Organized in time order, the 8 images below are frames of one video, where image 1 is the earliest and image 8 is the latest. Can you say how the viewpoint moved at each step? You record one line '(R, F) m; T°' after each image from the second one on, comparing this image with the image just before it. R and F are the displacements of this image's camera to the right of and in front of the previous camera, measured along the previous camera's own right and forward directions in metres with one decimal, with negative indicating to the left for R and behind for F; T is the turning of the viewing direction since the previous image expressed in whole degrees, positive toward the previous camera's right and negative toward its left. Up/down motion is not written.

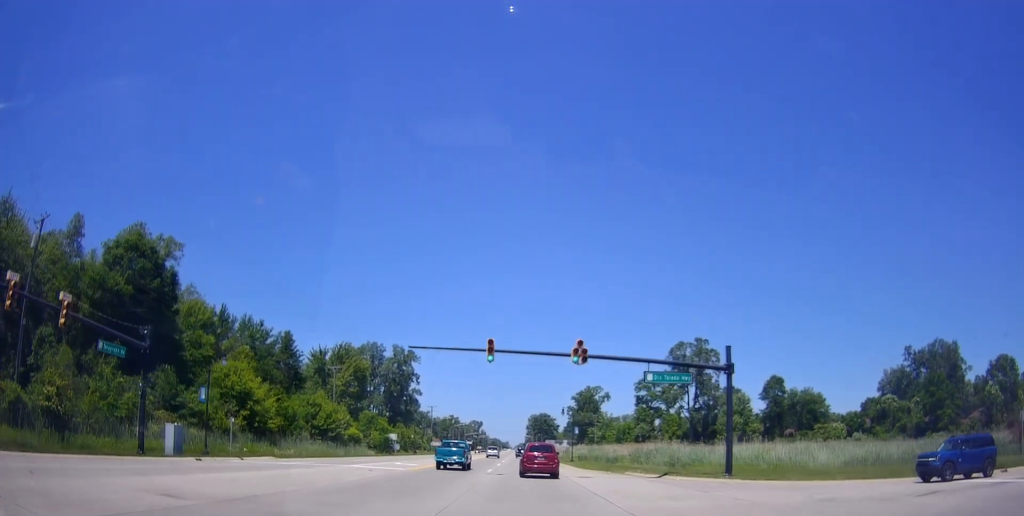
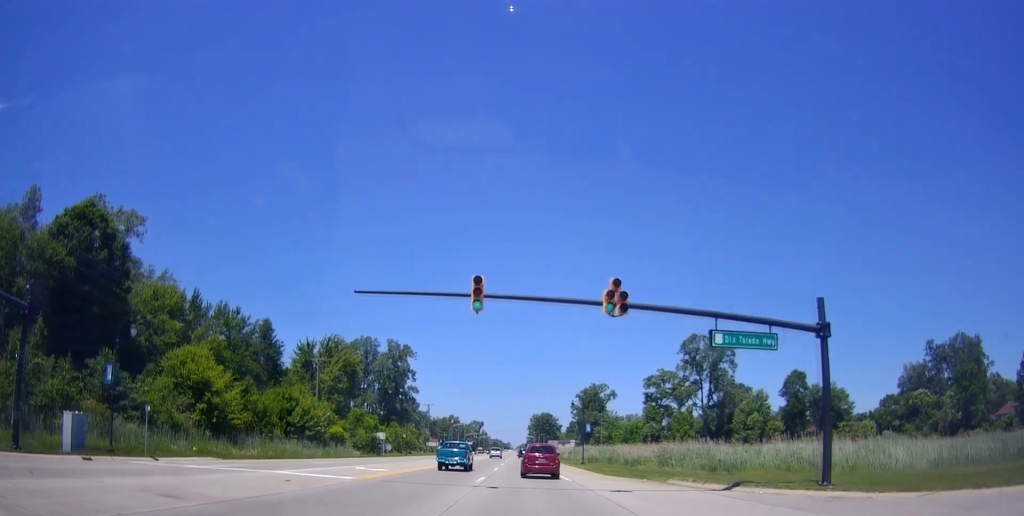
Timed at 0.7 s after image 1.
(0.0, +9.5) m; -1°
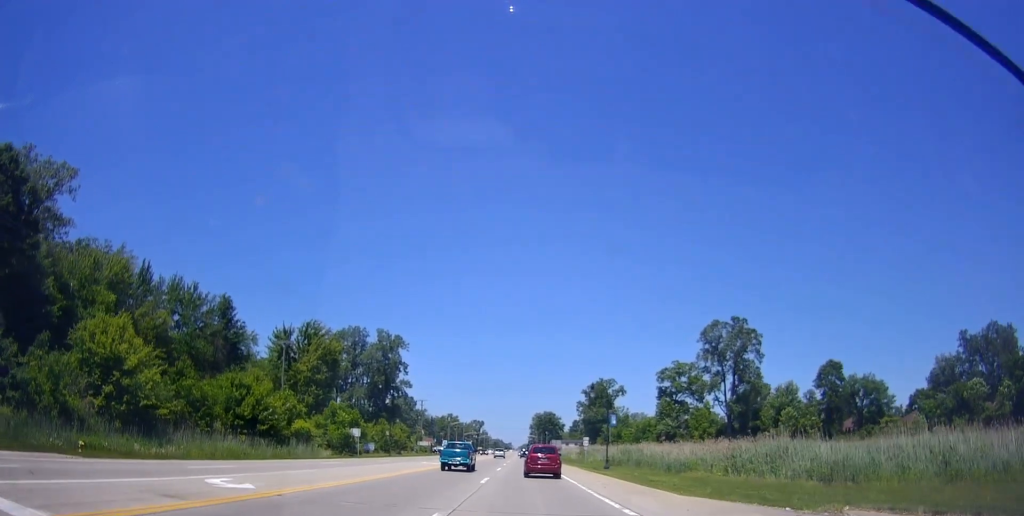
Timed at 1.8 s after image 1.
(-0.4, +14.8) m; -2°
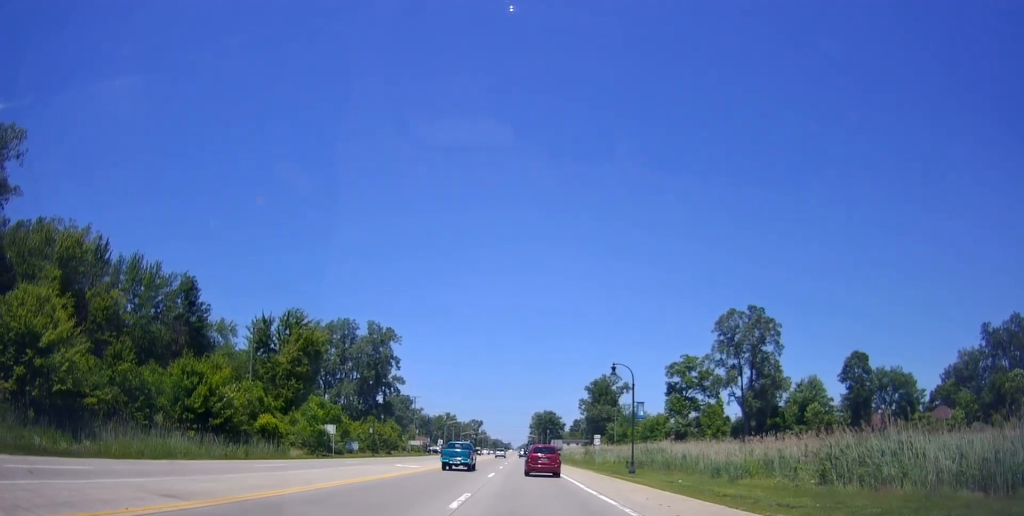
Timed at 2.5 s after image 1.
(0.0, +10.1) m; 0°
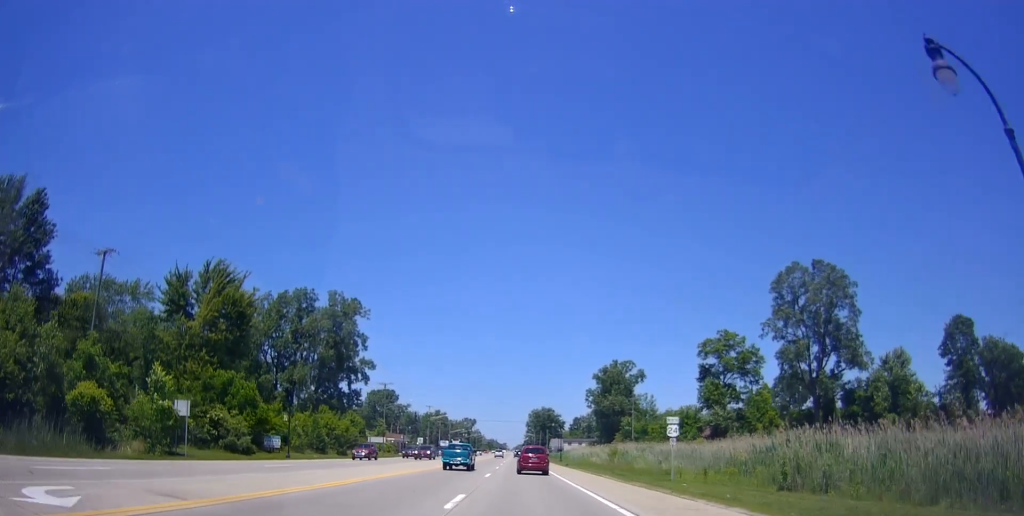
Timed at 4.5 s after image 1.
(0.0, +29.3) m; +1°
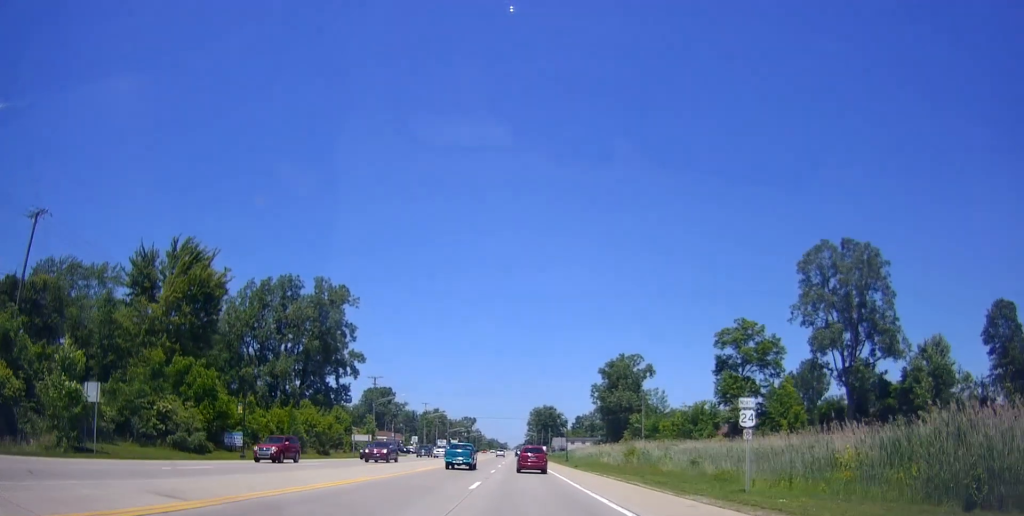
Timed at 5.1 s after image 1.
(0.0, +9.5) m; +1°
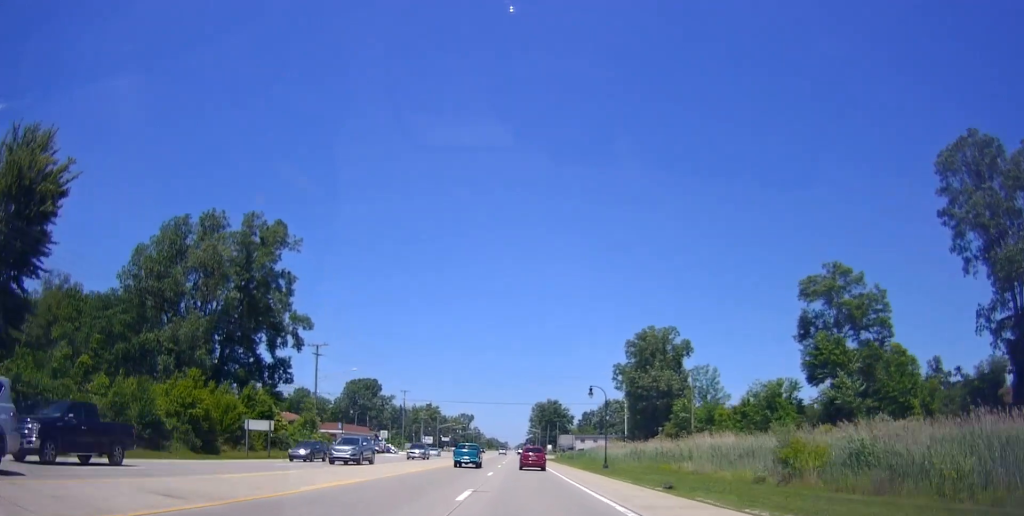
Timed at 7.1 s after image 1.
(+0.7, +33.8) m; +1°
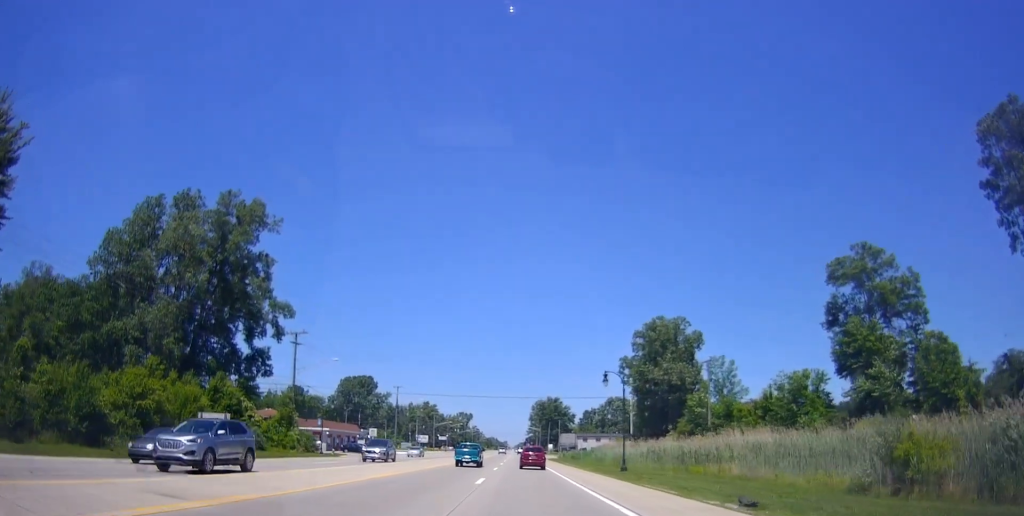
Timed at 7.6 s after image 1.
(0.0, +7.9) m; 0°
